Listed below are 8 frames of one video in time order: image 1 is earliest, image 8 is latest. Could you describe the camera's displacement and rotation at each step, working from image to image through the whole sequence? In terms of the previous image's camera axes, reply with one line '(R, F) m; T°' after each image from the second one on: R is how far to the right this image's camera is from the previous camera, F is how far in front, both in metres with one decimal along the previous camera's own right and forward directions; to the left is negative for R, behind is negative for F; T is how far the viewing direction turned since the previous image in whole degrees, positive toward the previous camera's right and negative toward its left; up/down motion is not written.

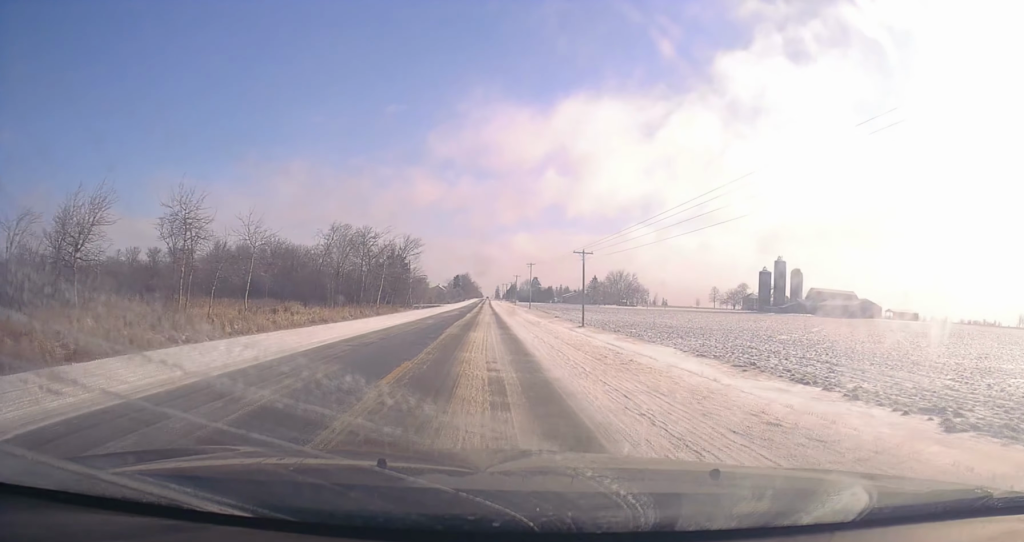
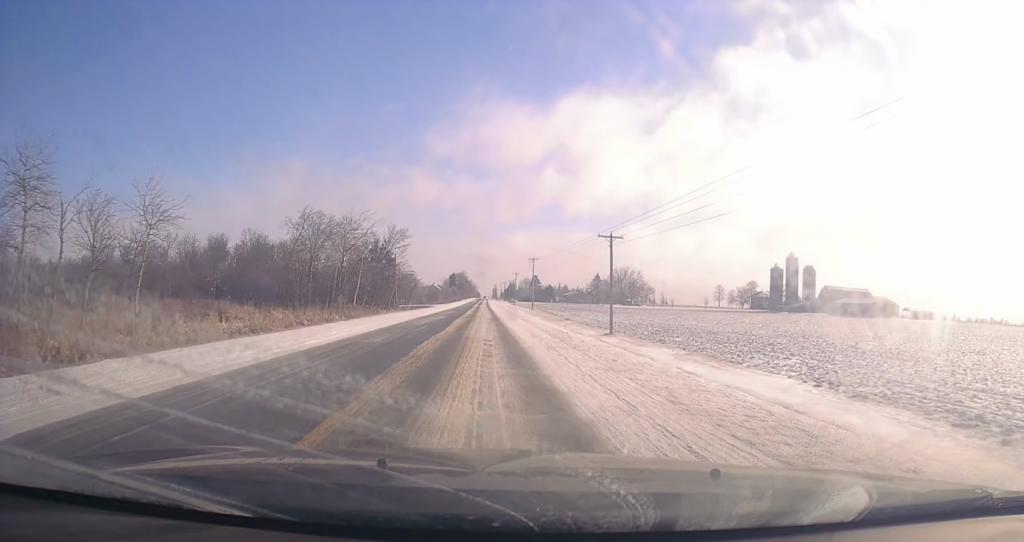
(0.0, +14.9) m; 0°
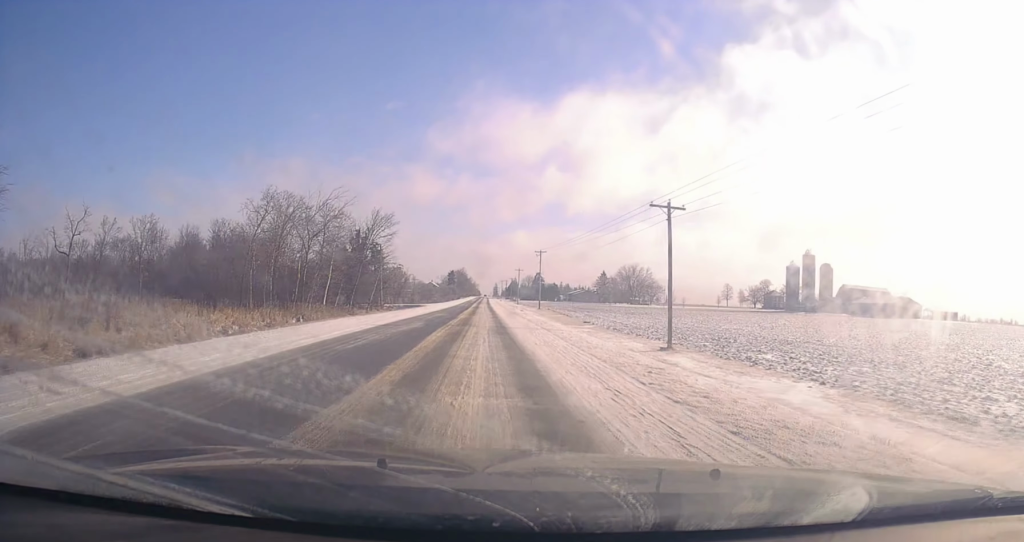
(-0.2, +14.9) m; 0°
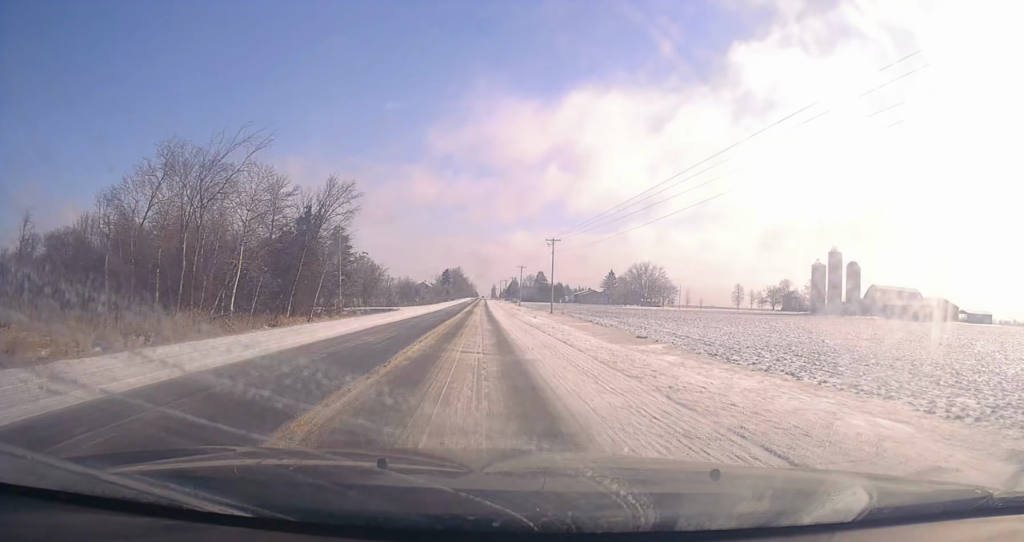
(+0.3, +23.0) m; +1°
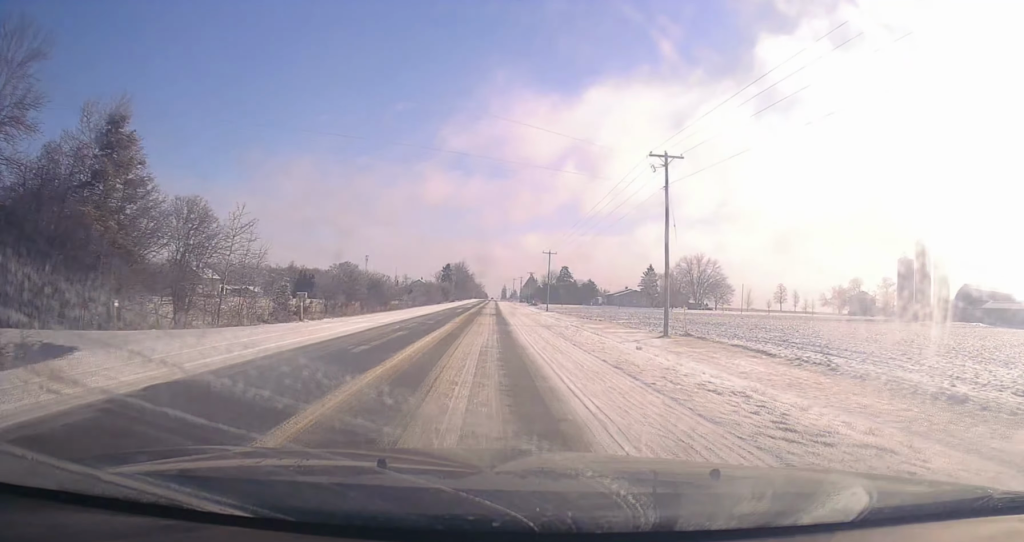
(+0.4, +51.3) m; -1°
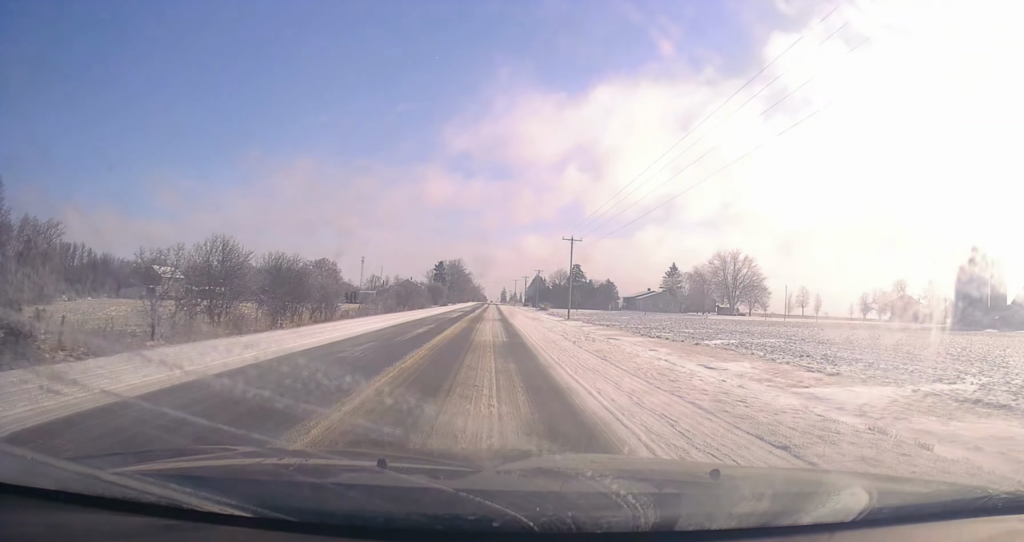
(-0.6, +28.6) m; -1°
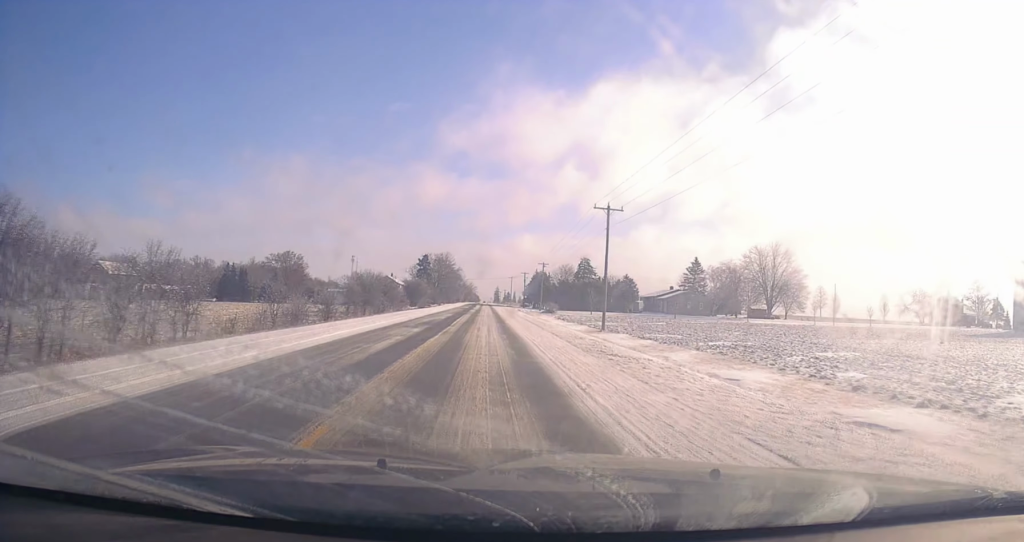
(+0.1, +26.8) m; 0°
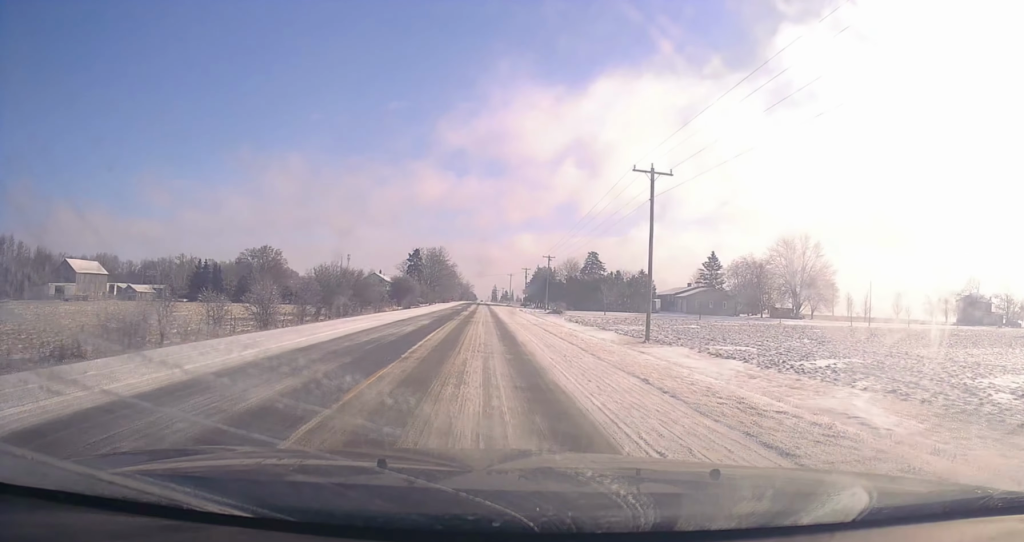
(-0.2, +14.8) m; 0°
